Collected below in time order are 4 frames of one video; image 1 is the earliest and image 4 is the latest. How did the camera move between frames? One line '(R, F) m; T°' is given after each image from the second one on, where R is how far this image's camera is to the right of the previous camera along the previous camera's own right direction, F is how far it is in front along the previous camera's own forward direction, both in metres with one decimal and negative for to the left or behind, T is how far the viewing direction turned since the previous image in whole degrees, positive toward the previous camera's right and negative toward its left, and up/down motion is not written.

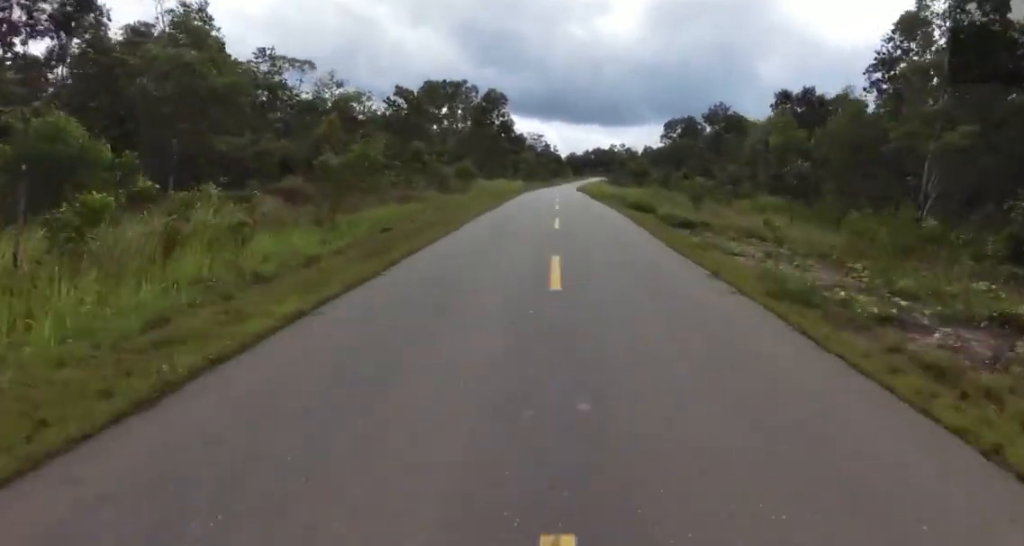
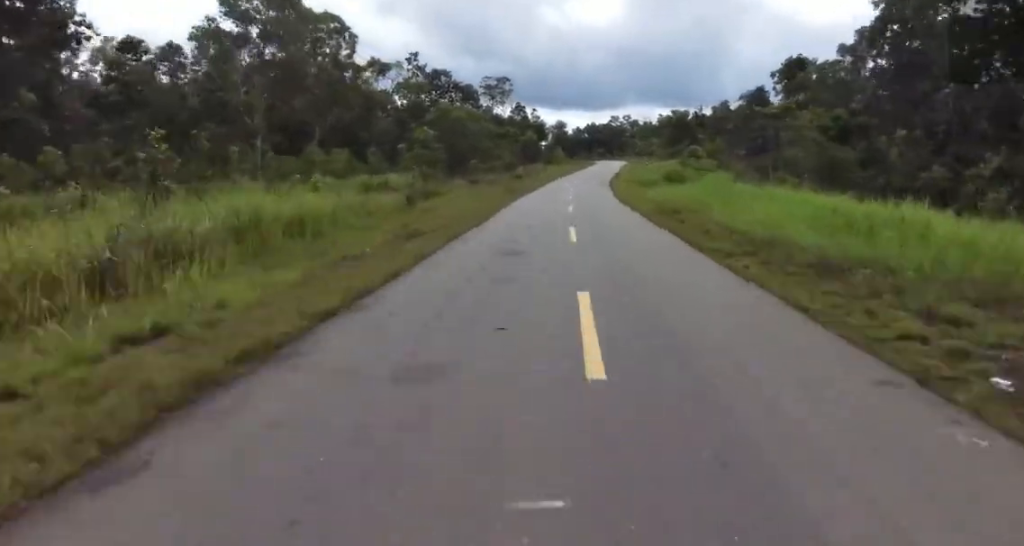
(+3.0, +97.5) m; +4°
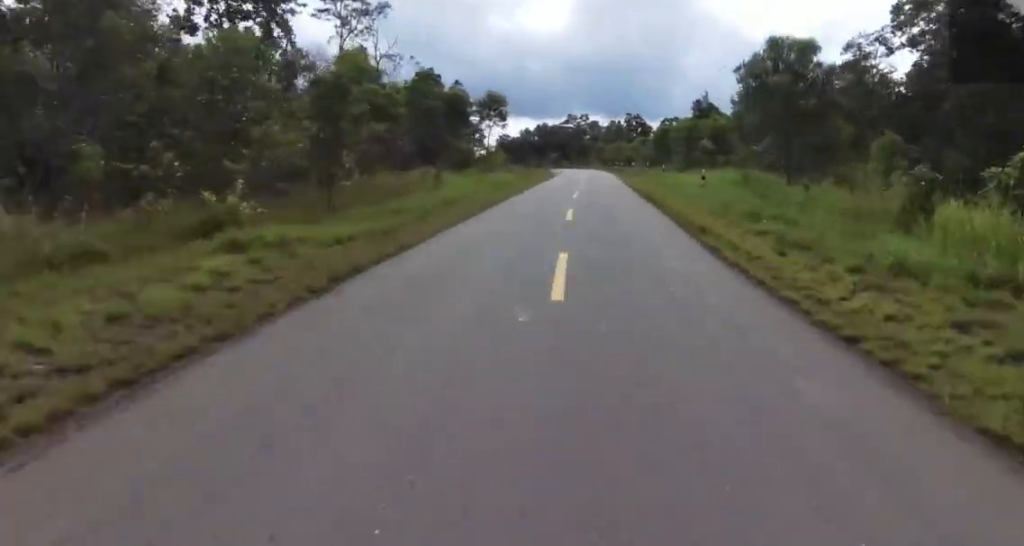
(+2.5, +48.0) m; +6°
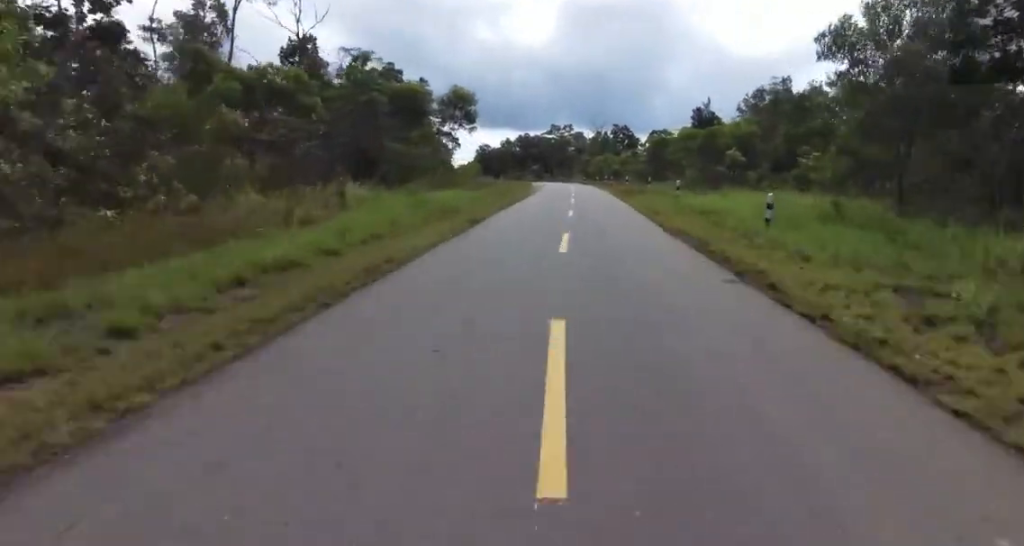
(+0.1, +11.3) m; -1°
